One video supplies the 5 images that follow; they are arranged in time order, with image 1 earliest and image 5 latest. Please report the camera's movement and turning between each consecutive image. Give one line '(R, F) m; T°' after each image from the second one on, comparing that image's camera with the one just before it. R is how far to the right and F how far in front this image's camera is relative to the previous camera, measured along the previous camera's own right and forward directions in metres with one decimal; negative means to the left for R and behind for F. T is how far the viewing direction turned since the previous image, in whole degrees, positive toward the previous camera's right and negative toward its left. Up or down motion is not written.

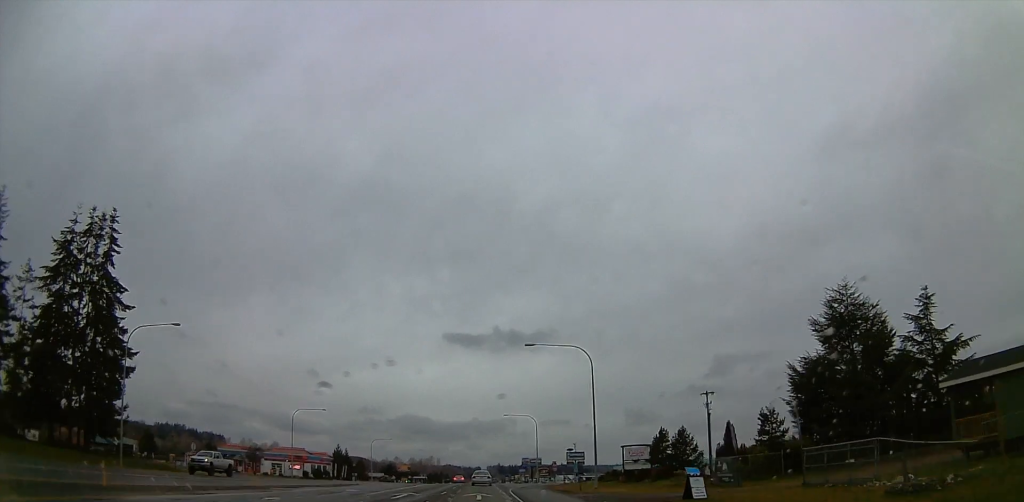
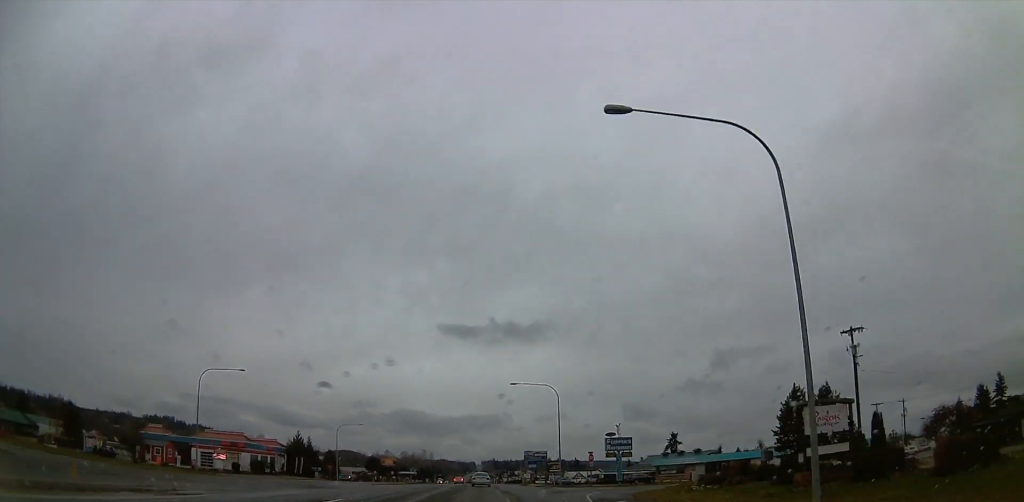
(-0.8, +38.3) m; -2°
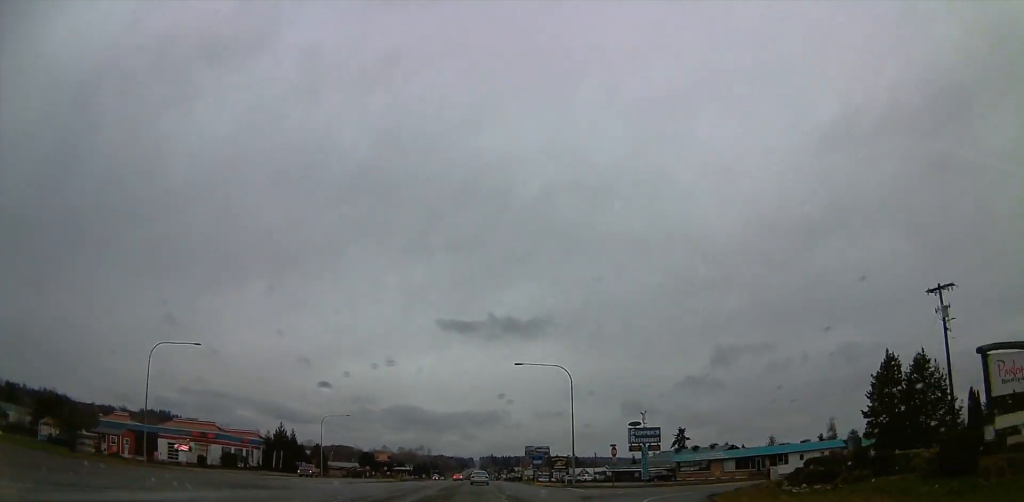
(+0.4, +12.6) m; +2°
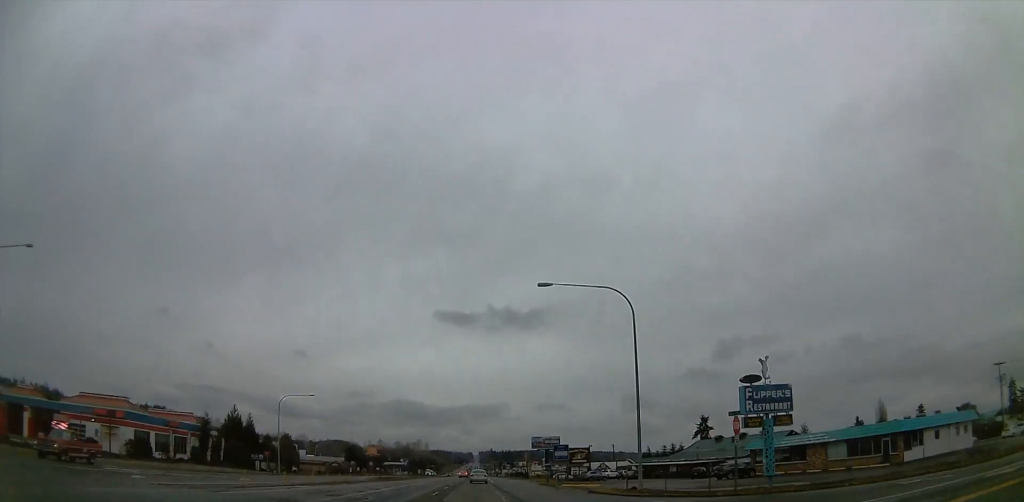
(+0.2, +27.1) m; 0°
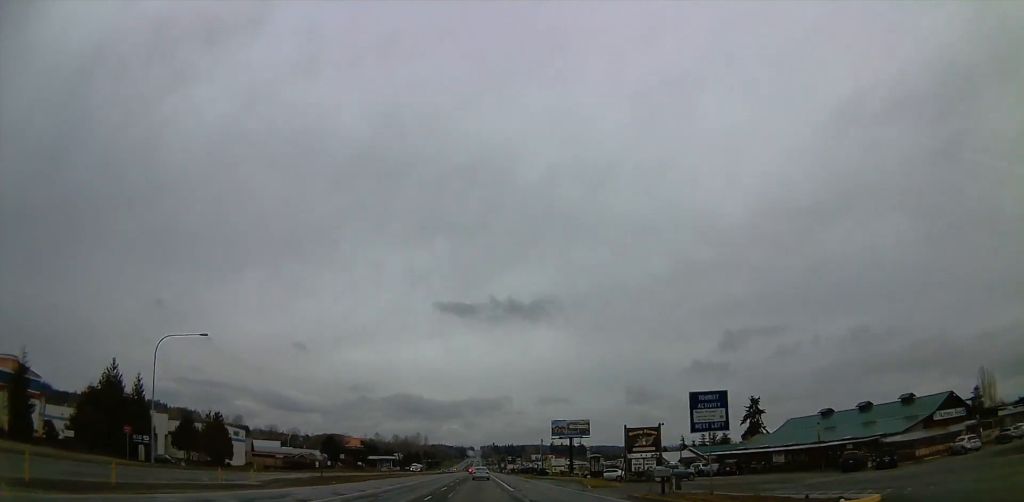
(0.0, +42.1) m; 0°
